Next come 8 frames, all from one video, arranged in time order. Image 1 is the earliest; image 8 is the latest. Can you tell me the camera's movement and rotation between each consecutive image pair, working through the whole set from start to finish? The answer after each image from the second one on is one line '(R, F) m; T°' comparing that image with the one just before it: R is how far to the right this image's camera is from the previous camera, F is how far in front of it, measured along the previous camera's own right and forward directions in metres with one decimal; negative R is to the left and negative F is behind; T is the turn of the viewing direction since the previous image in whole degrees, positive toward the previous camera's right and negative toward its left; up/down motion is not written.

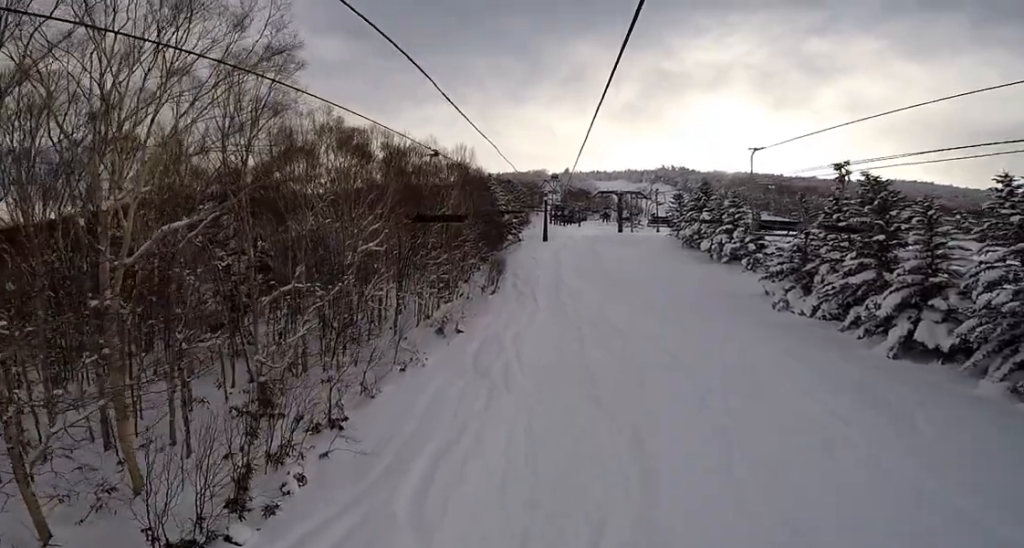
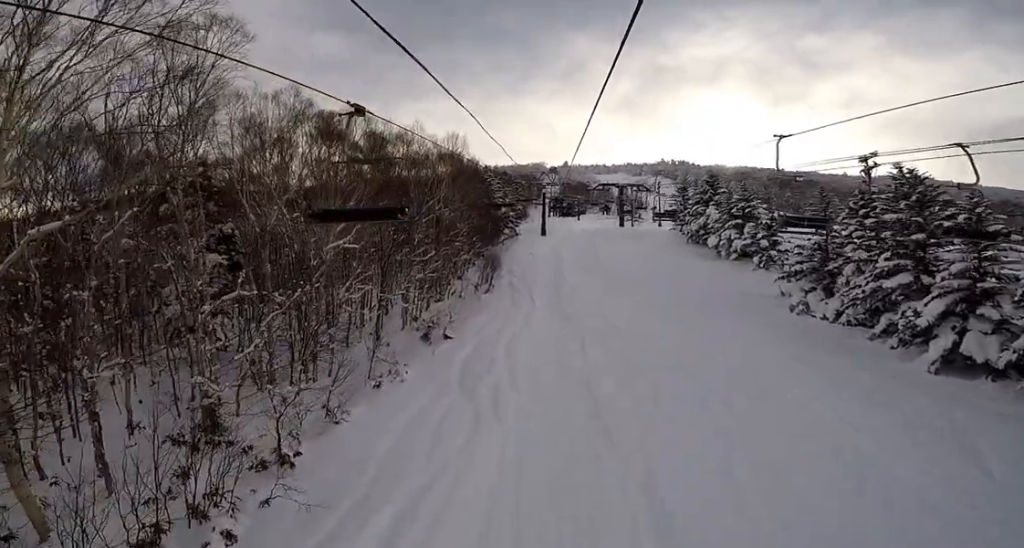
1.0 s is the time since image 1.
(-0.3, +3.0) m; 0°
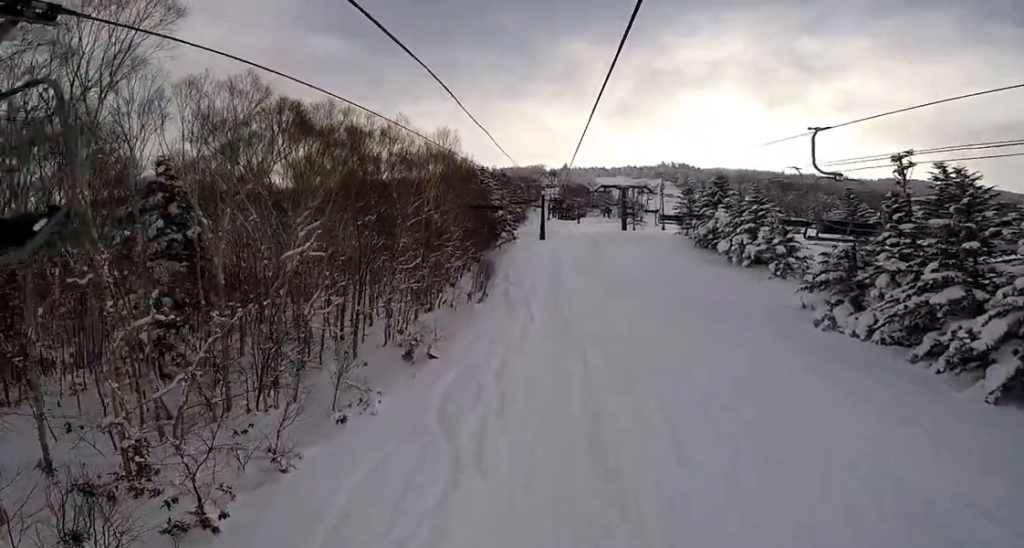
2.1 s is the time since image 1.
(+0.2, +3.2) m; 0°
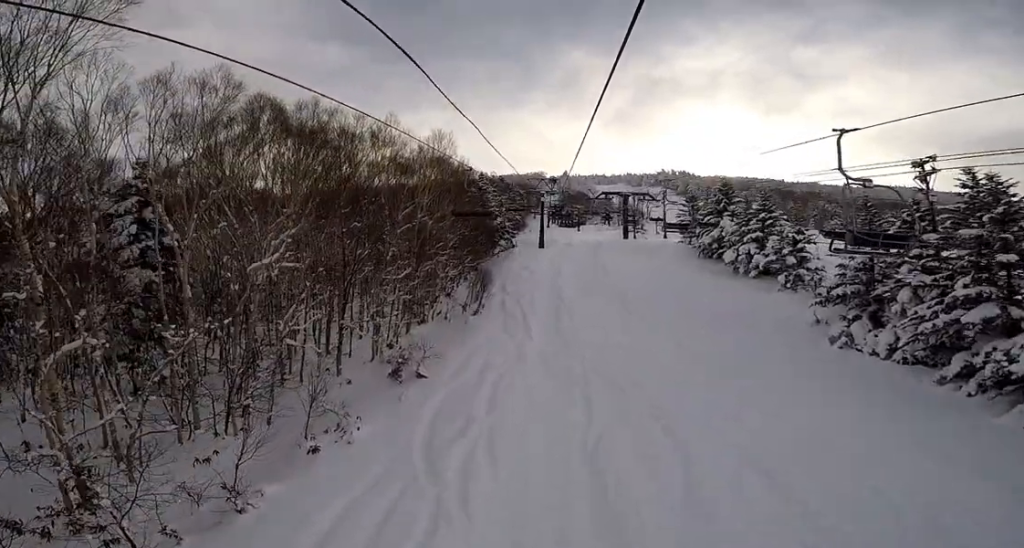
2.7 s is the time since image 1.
(-0.6, +1.7) m; 0°
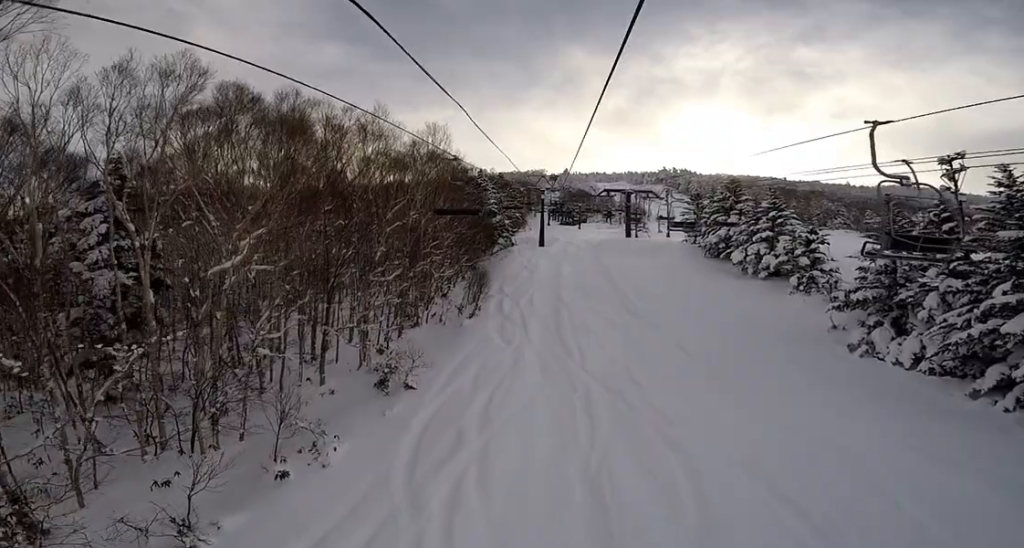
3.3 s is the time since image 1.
(+0.7, +1.9) m; 0°
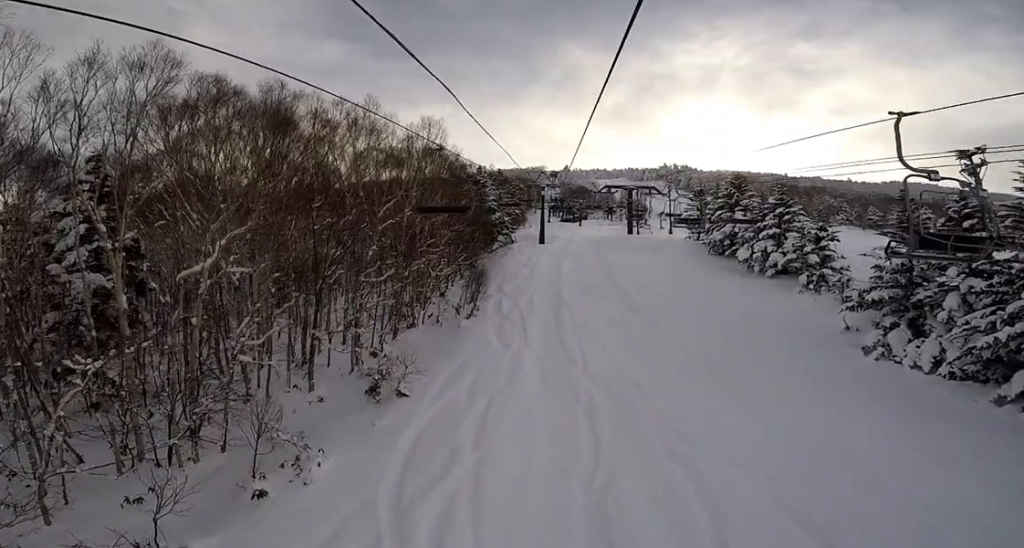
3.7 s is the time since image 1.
(+0.3, +1.2) m; 0°
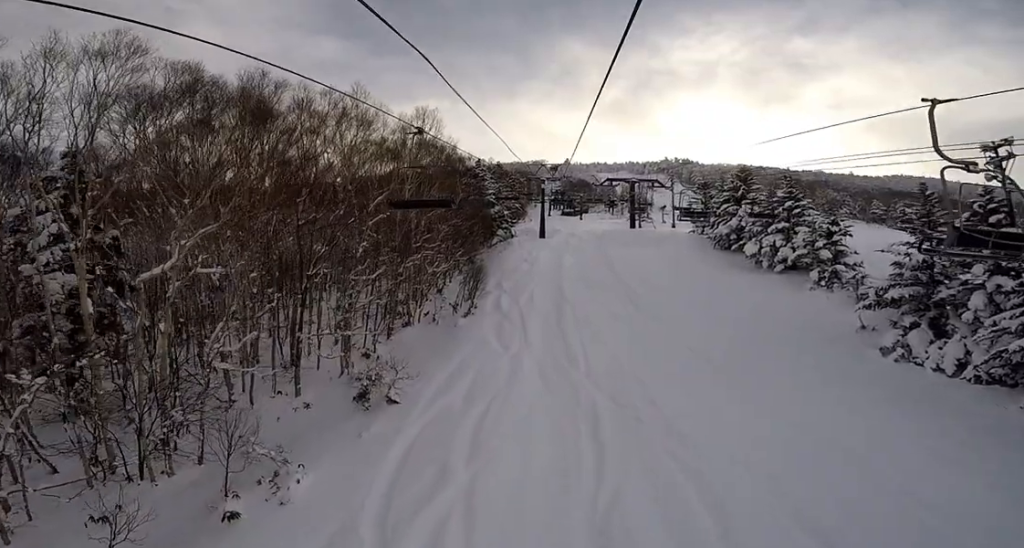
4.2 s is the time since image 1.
(-0.5, +1.2) m; 0°
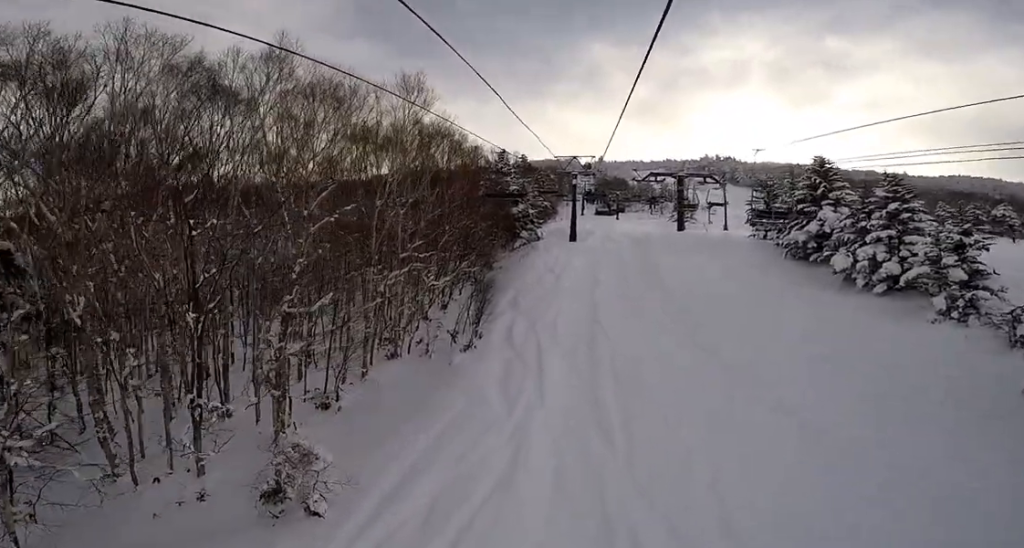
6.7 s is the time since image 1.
(-0.5, +7.3) m; 0°
